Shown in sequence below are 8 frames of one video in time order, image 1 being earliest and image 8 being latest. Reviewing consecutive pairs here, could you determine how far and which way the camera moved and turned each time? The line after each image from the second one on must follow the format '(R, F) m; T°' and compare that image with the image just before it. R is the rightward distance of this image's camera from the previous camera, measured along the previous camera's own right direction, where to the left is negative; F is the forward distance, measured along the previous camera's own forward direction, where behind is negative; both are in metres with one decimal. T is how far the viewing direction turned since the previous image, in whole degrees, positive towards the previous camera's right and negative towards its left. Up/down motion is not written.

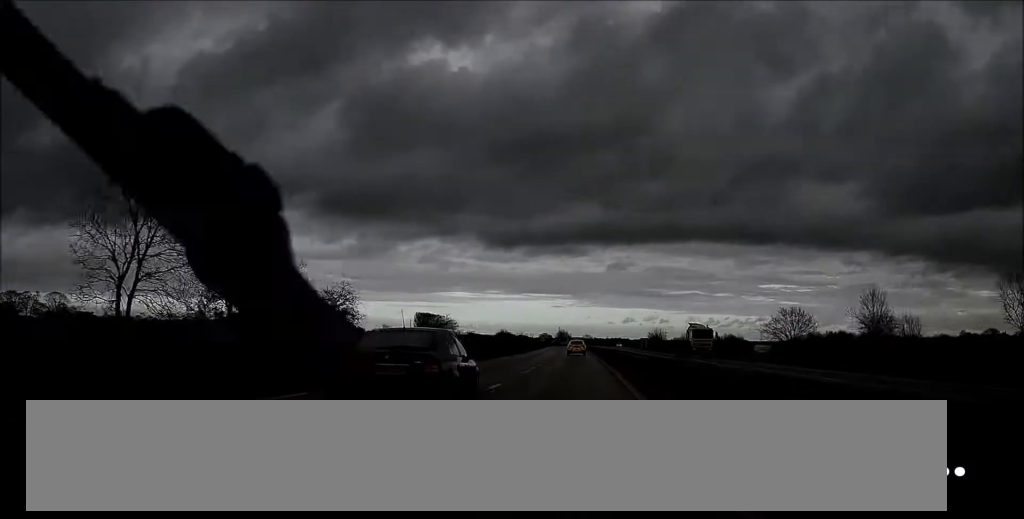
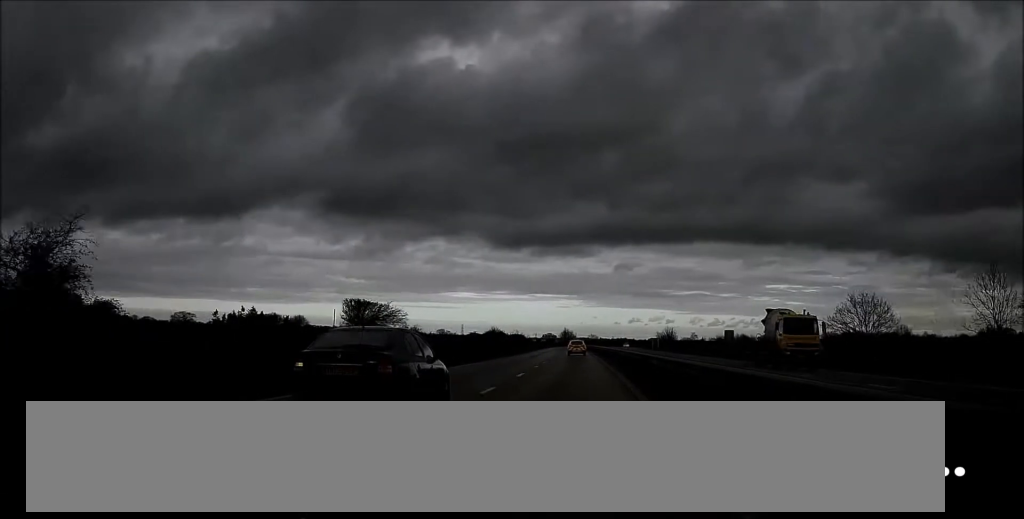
(+0.1, +20.0) m; 0°
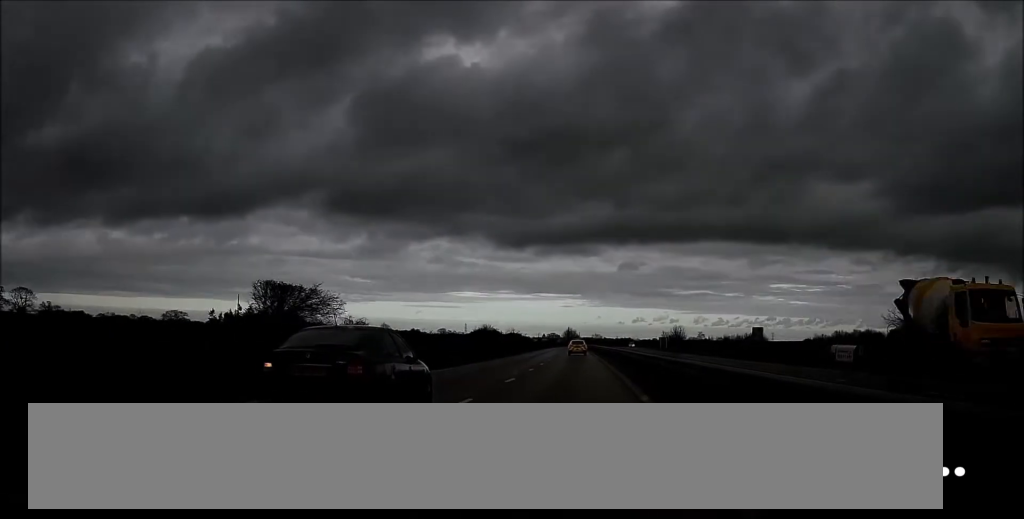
(0.0, +12.9) m; 0°
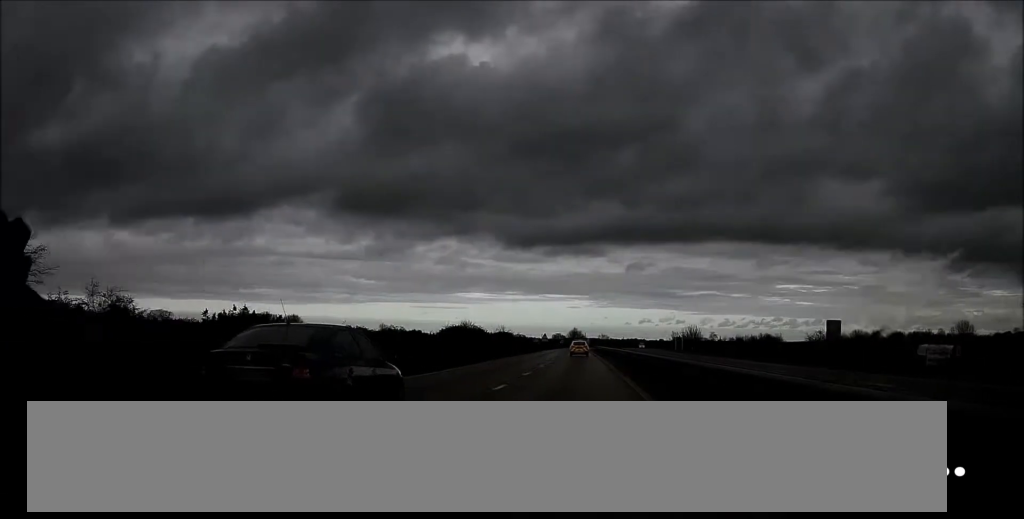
(0.0, +21.5) m; 0°
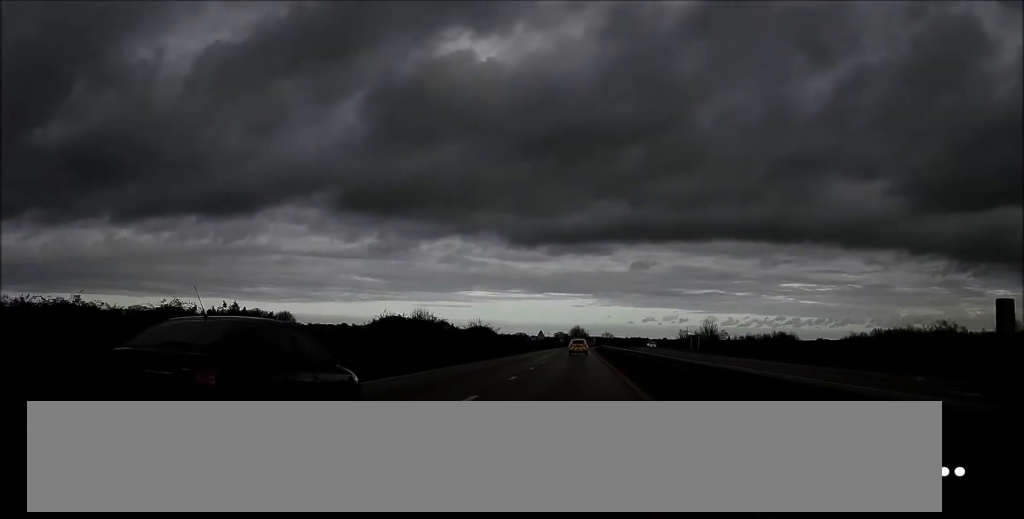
(-0.1, +22.9) m; 0°
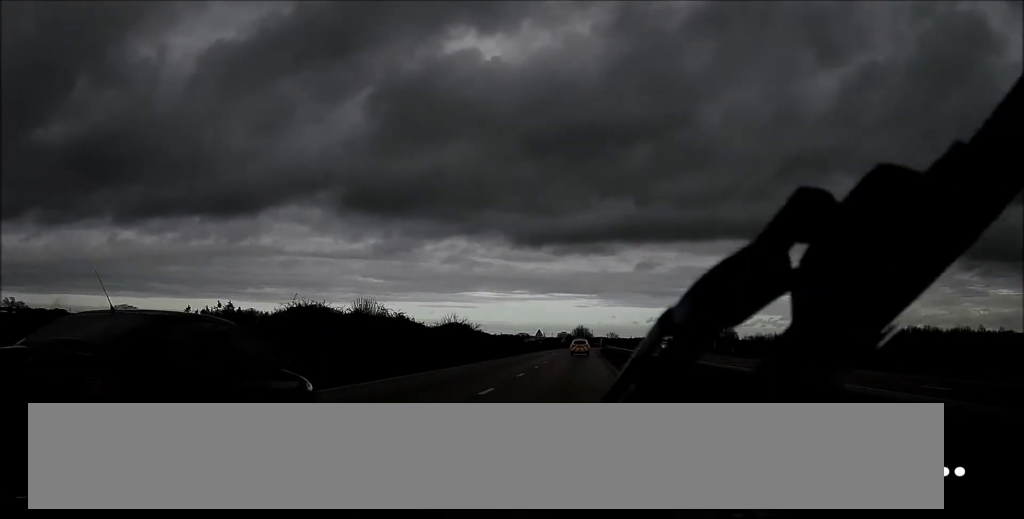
(-0.1, +15.4) m; 0°
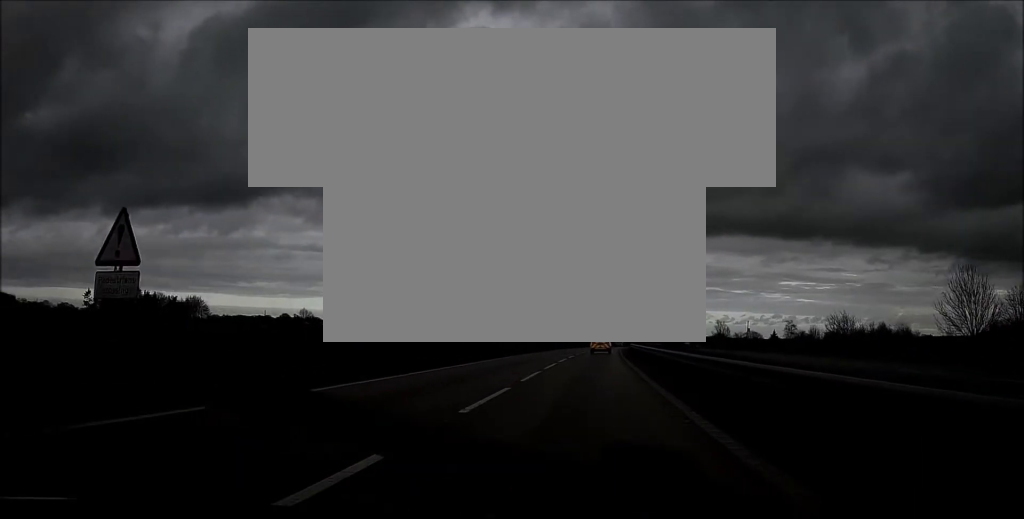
(-0.7, +119.4) m; 0°
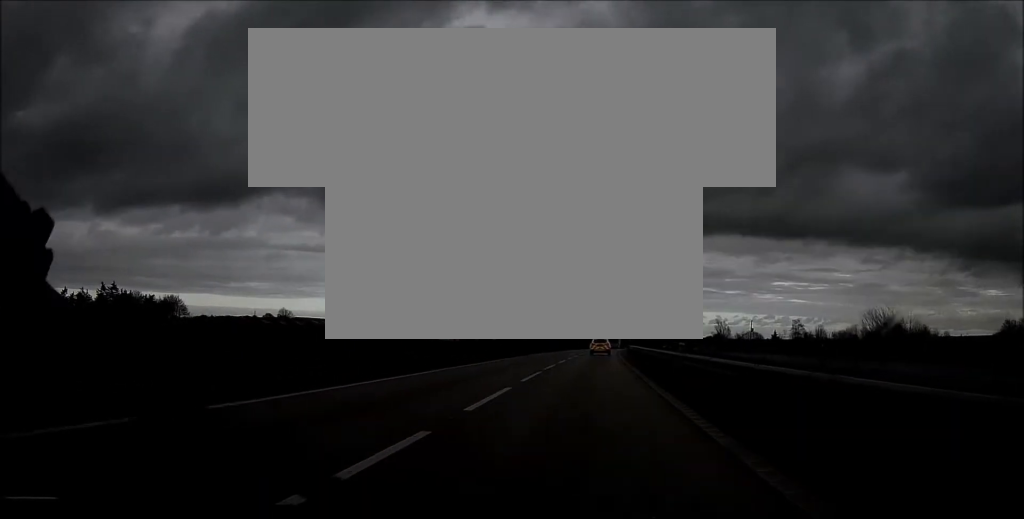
(0.0, +17.7) m; 0°
